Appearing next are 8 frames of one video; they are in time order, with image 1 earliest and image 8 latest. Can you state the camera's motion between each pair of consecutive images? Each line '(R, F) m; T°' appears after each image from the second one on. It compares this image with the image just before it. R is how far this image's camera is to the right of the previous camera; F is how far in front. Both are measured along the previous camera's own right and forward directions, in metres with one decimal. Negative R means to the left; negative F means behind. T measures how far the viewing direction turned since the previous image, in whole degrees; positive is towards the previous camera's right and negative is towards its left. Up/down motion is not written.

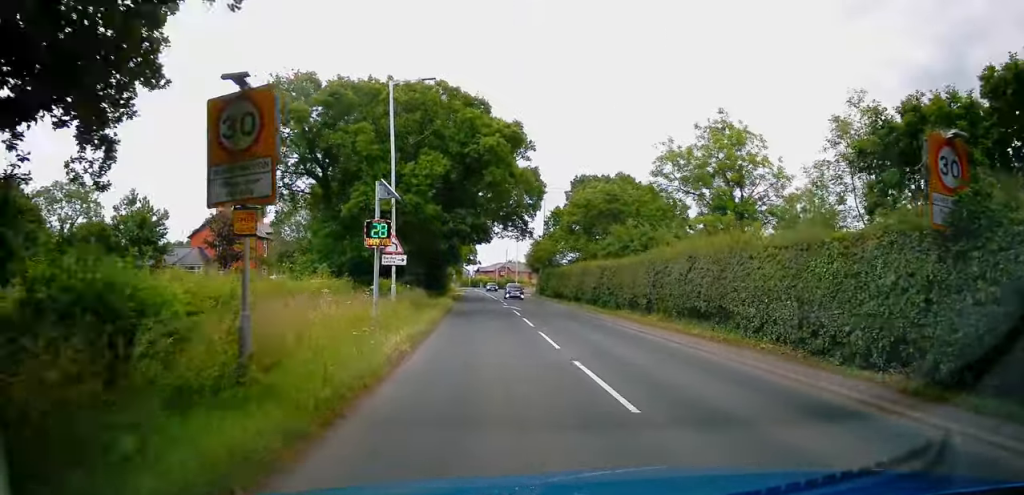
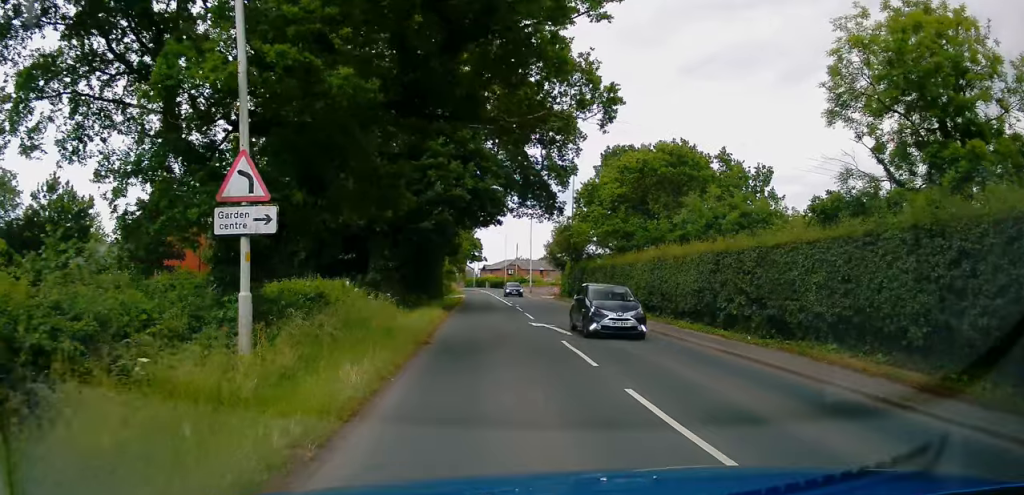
(+0.5, +16.2) m; 0°
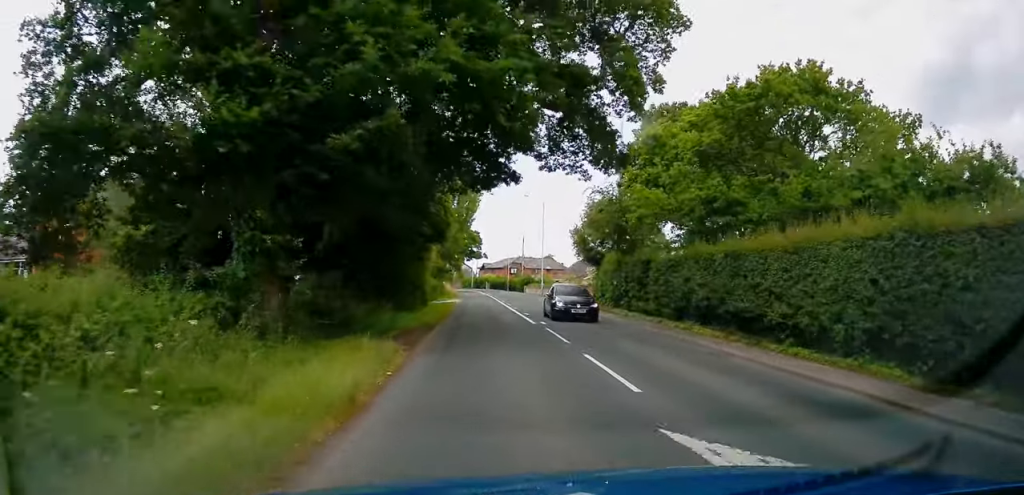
(-0.3, +14.8) m; 0°
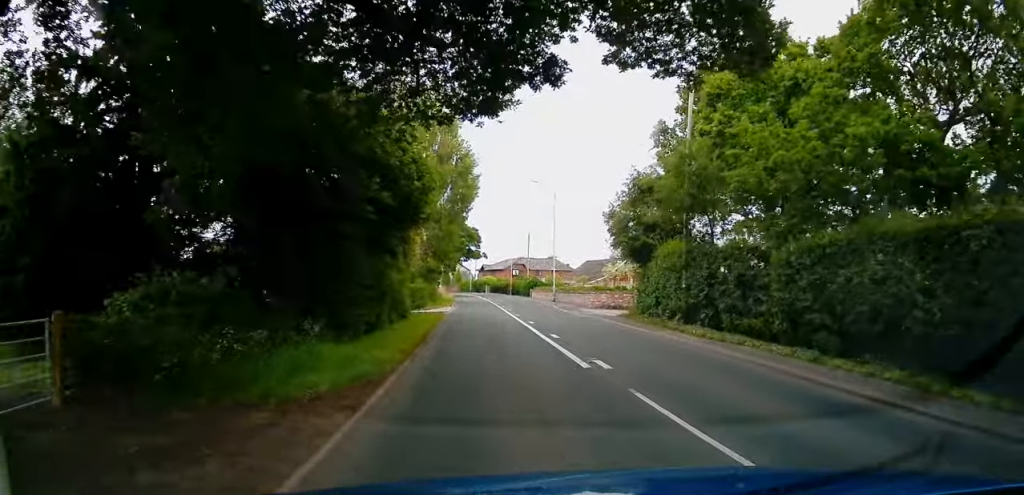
(+0.4, +10.2) m; 0°
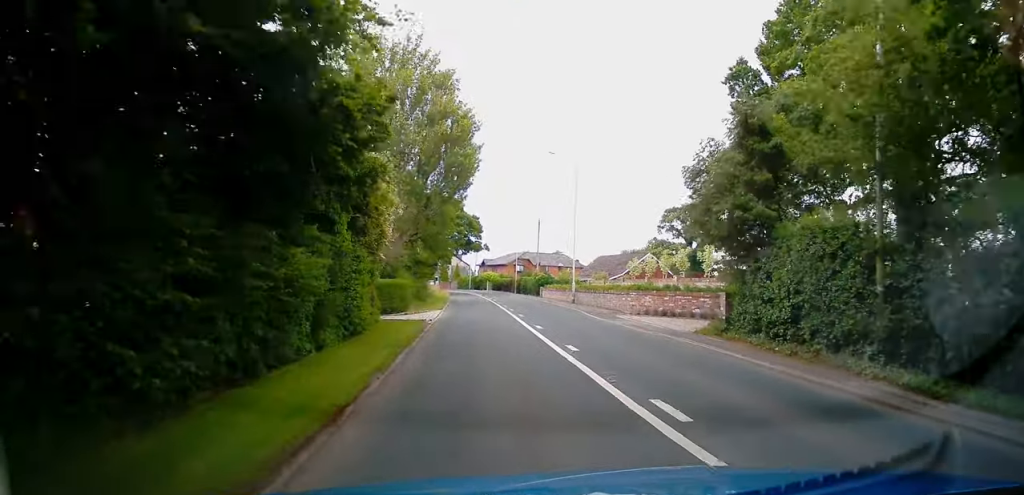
(-0.5, +10.4) m; -2°
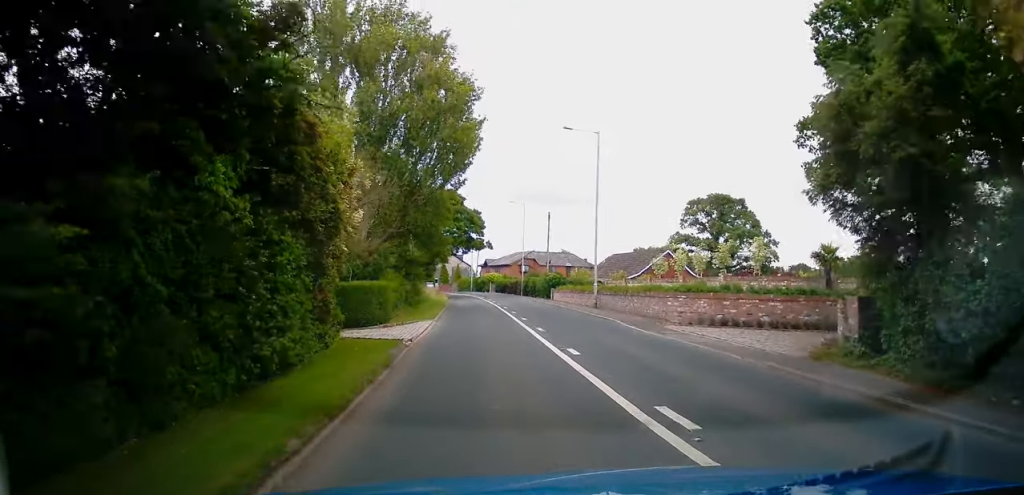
(0.0, +6.8) m; 0°
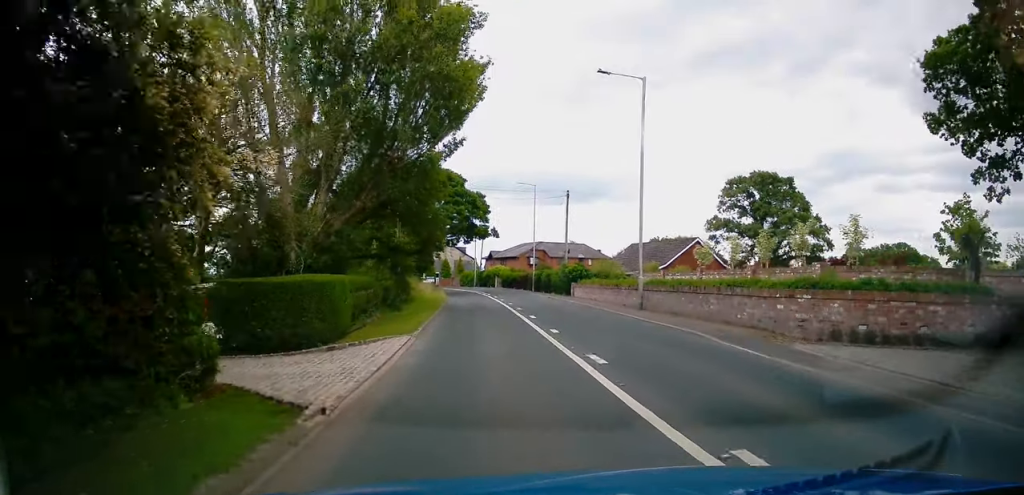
(0.0, +8.3) m; 0°
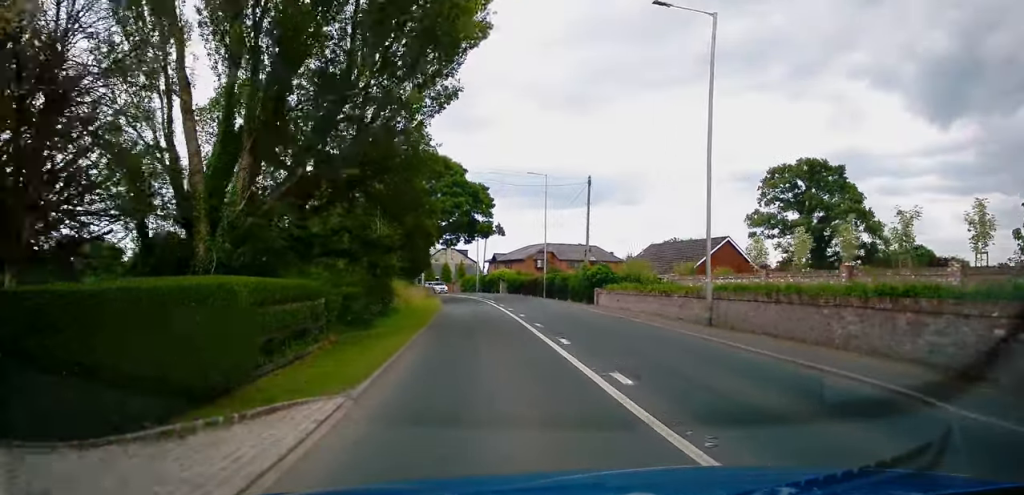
(0.0, +7.5) m; 0°
